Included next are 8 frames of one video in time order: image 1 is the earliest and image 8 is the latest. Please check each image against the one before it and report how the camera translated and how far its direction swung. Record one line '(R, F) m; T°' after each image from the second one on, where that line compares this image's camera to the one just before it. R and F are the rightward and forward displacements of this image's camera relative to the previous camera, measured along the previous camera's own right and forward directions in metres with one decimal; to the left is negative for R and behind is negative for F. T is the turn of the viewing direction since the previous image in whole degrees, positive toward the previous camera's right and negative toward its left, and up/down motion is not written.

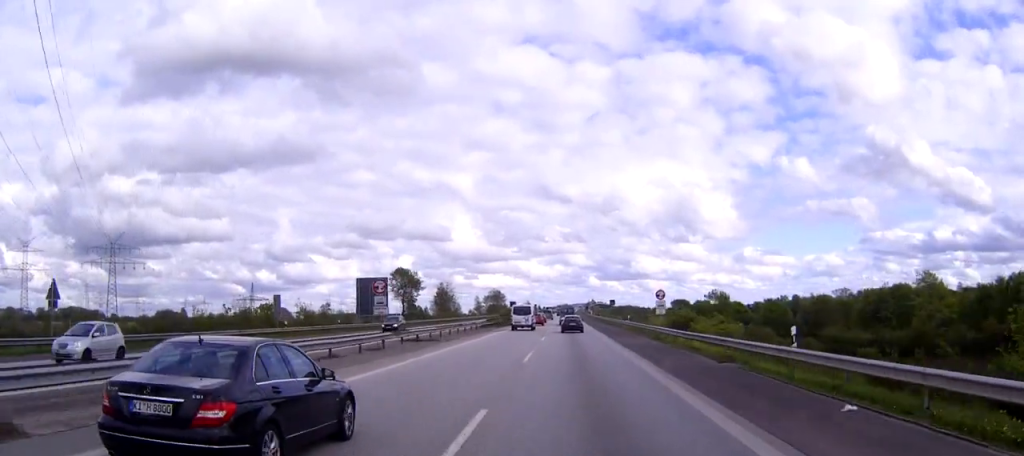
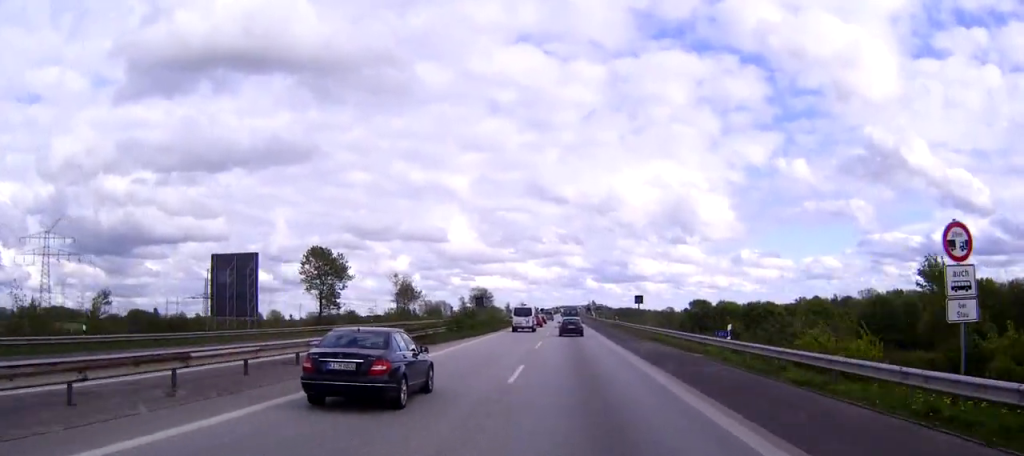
(+0.1, +43.1) m; 0°
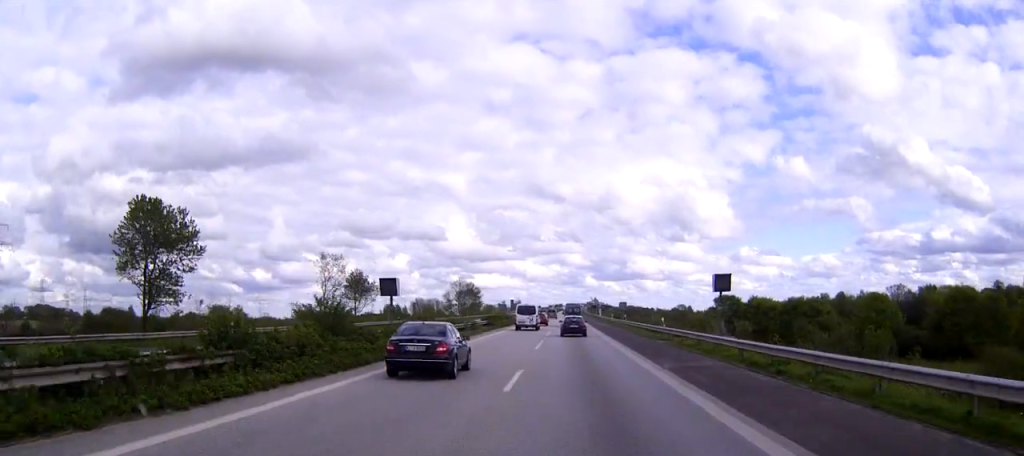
(0.0, +38.2) m; 0°
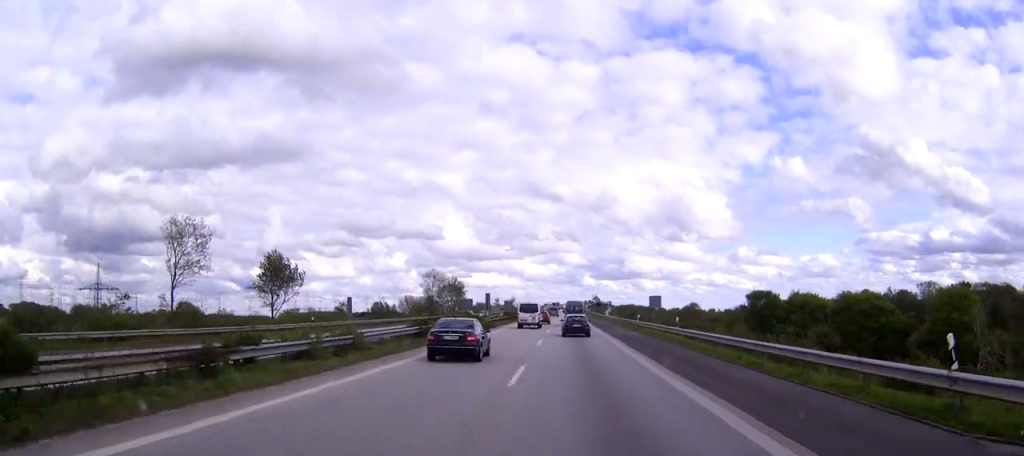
(+0.1, +35.3) m; 0°
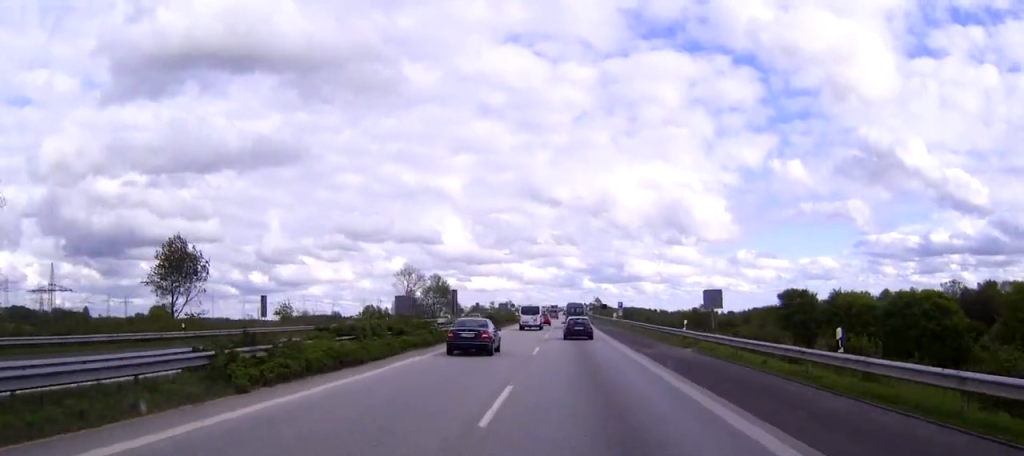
(0.0, +24.1) m; 0°
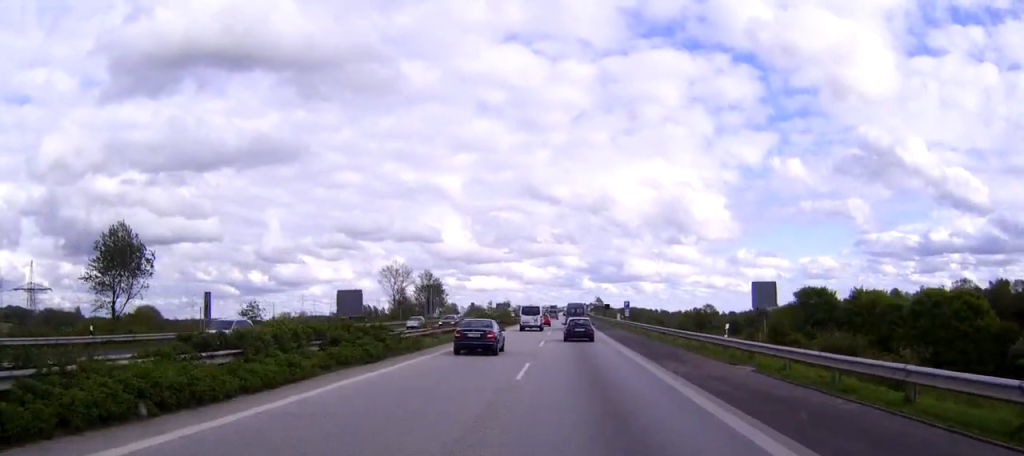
(0.0, +9.9) m; 0°
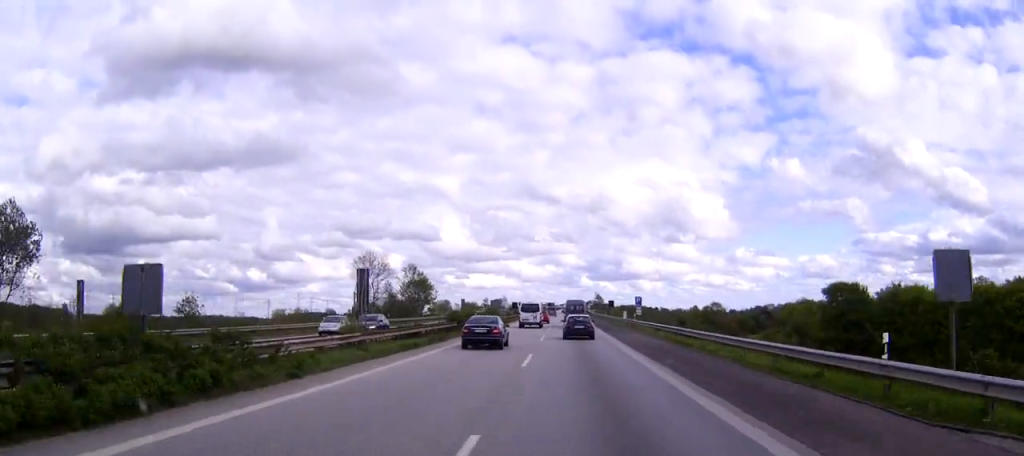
(0.0, +14.8) m; 0°
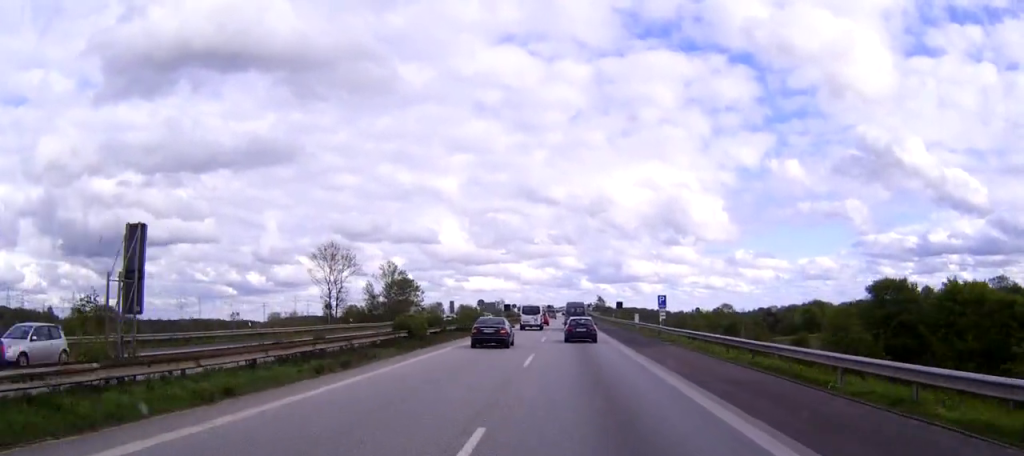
(0.0, +17.2) m; 0°
